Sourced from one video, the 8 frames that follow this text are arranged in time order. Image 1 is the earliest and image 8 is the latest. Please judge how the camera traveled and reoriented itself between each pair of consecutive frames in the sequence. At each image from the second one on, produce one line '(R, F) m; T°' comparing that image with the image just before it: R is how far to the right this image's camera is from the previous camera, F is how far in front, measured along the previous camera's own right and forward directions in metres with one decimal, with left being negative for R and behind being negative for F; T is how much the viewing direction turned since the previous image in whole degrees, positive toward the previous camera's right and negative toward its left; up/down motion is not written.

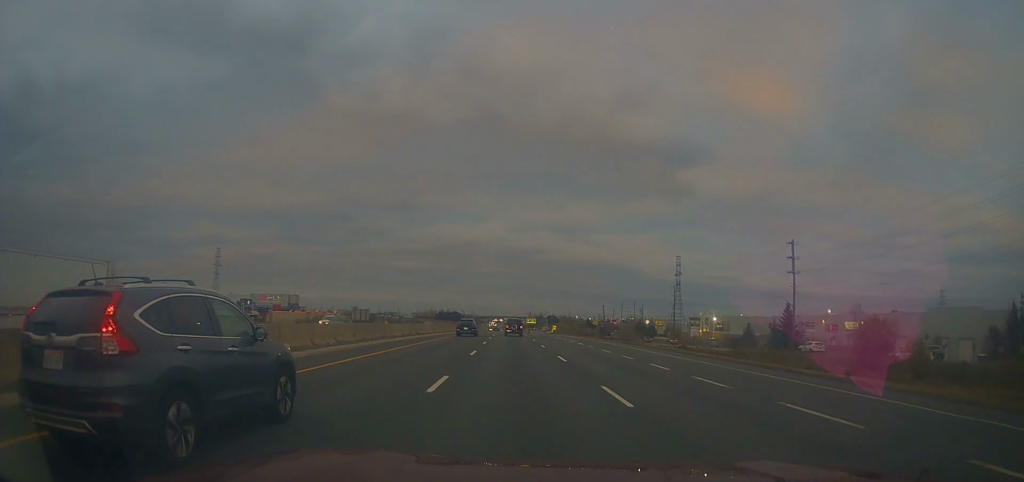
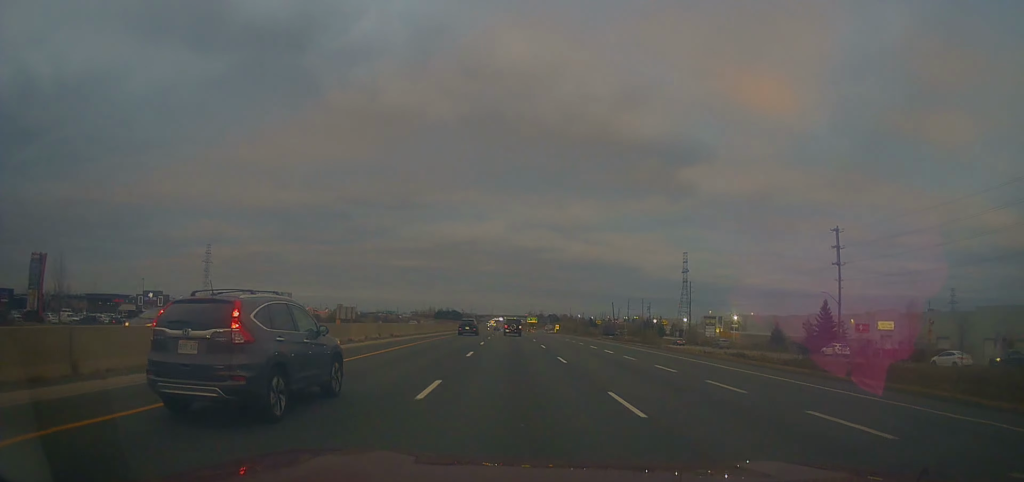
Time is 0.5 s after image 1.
(-0.4, +13.2) m; 0°
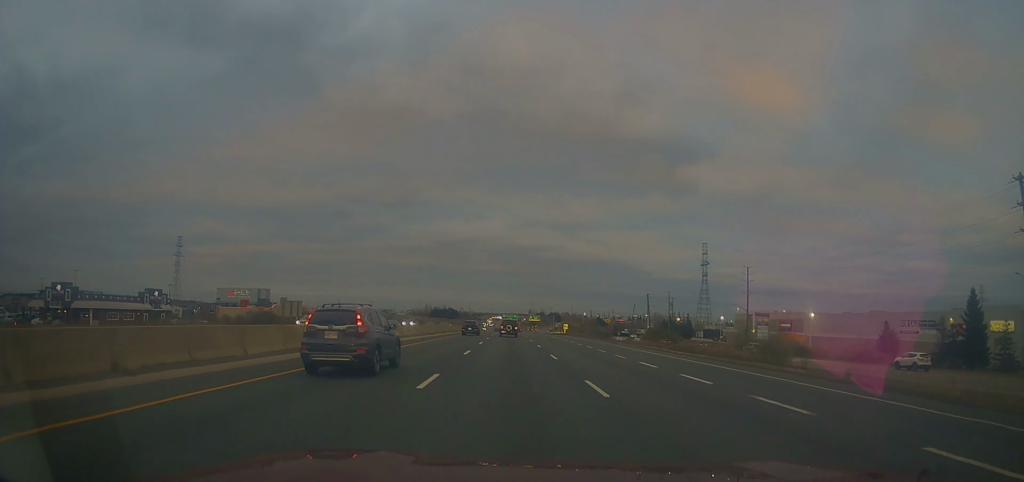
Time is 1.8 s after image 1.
(+0.3, +34.4) m; +1°
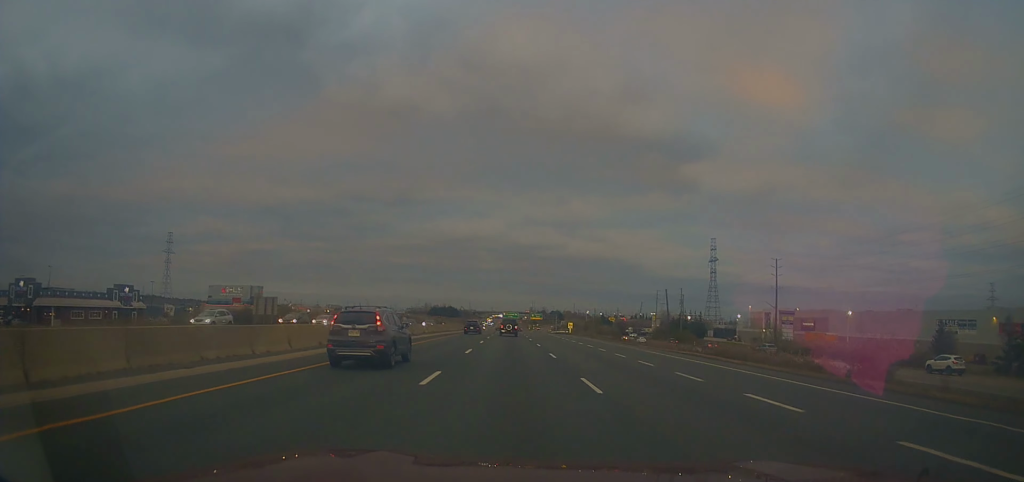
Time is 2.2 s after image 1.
(0.0, +11.5) m; 0°
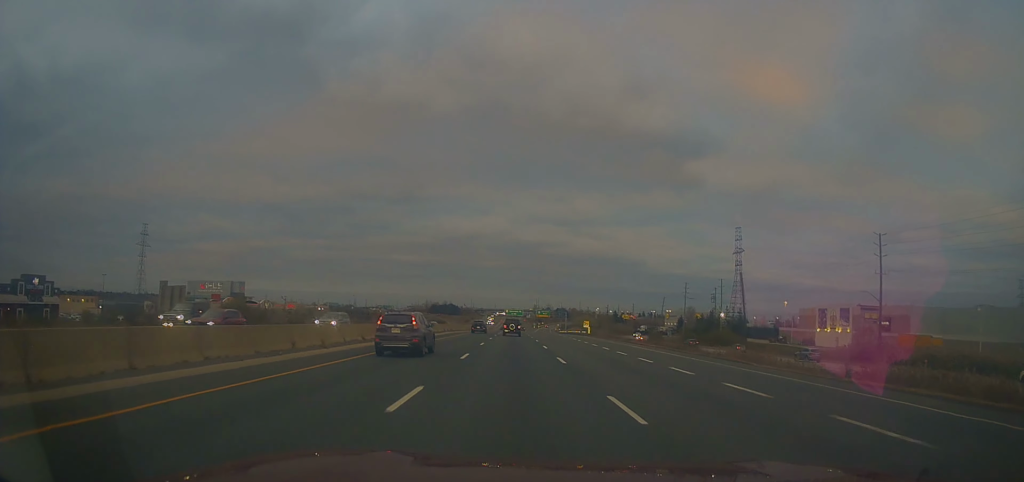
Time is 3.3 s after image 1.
(-0.3, +28.2) m; -1°
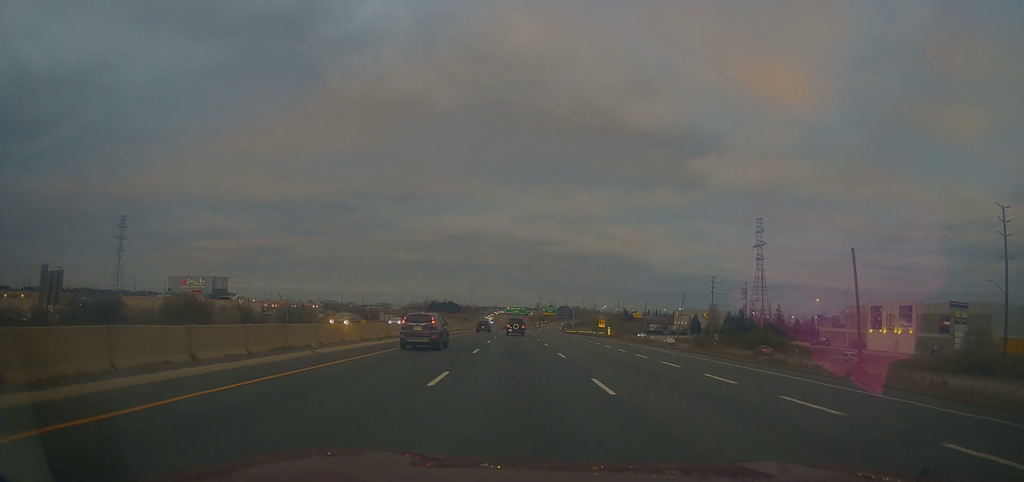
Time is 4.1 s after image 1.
(-0.2, +21.2) m; 0°
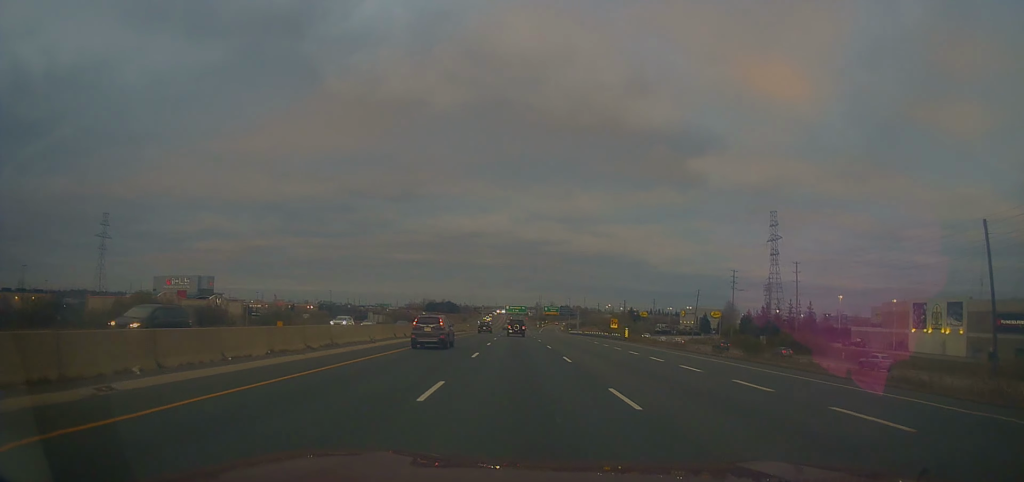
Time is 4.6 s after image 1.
(+0.1, +14.1) m; +1°
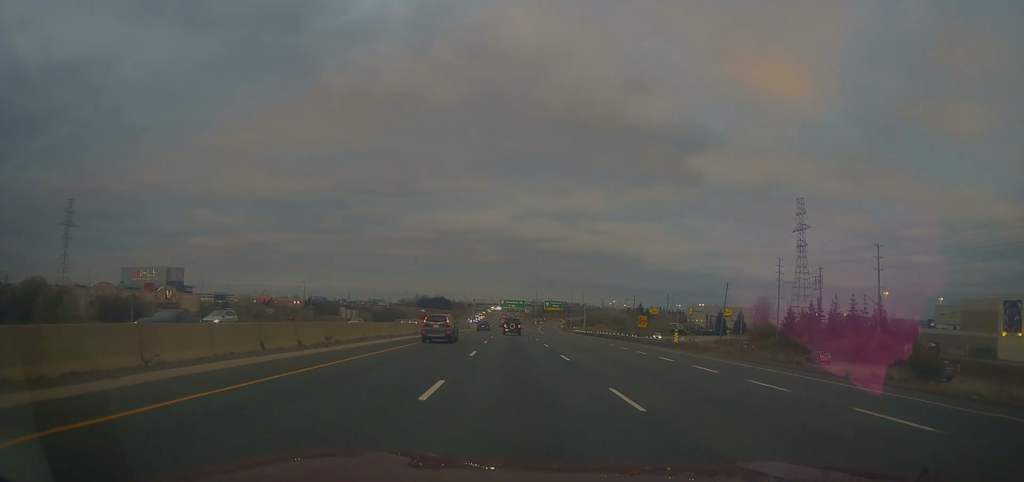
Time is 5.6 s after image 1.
(+0.2, +24.7) m; +1°
